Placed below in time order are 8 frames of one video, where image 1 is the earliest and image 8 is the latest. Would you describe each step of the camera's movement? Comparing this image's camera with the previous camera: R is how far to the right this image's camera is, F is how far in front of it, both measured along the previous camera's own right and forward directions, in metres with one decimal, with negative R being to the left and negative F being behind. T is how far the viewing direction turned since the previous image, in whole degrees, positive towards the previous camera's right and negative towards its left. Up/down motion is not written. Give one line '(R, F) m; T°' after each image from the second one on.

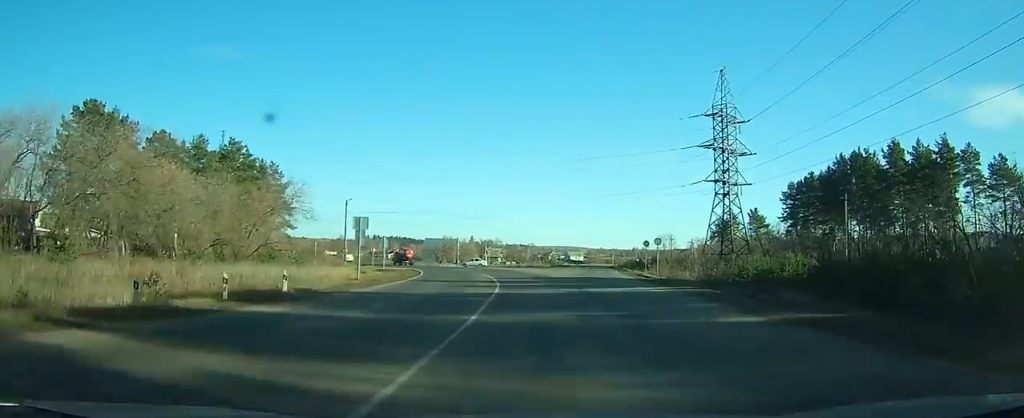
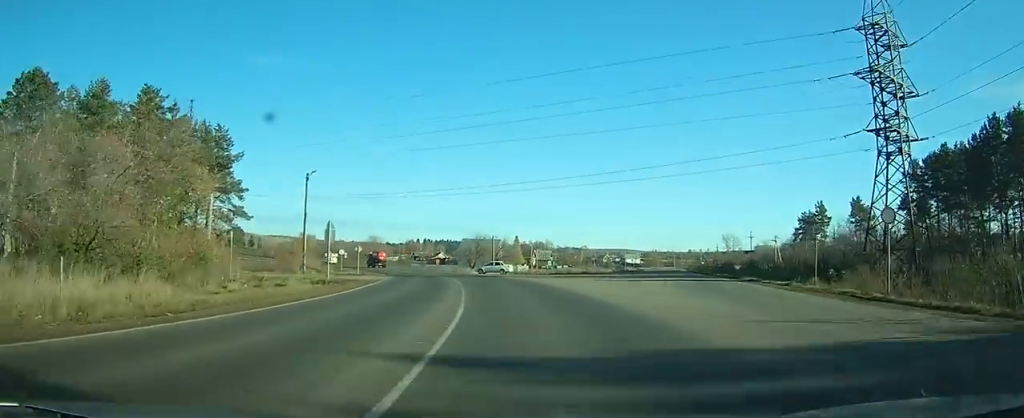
(-0.4, +28.6) m; -2°
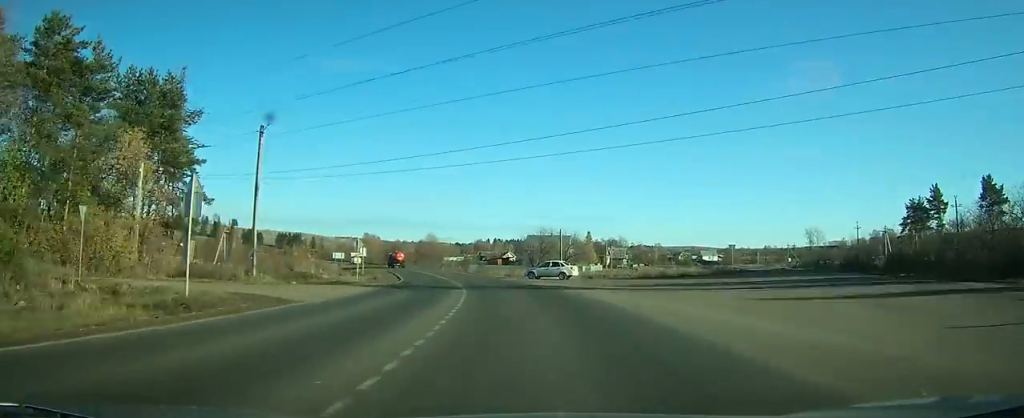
(-0.6, +20.8) m; -4°
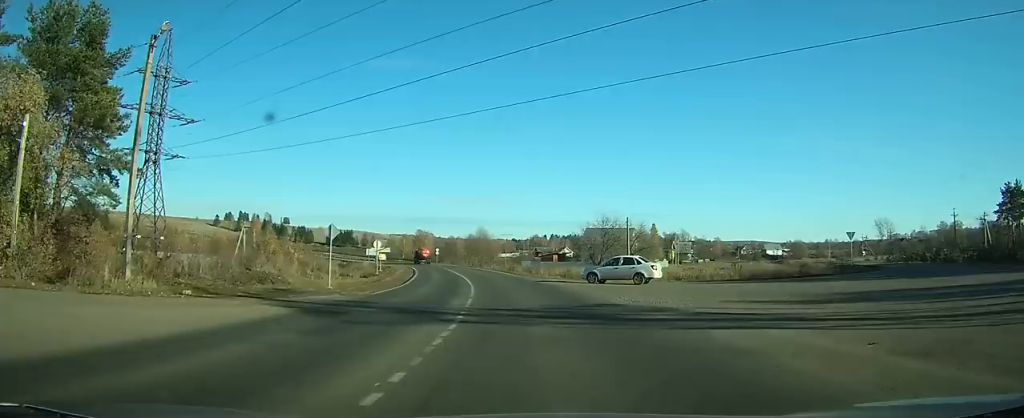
(+0.1, +15.5) m; -4°
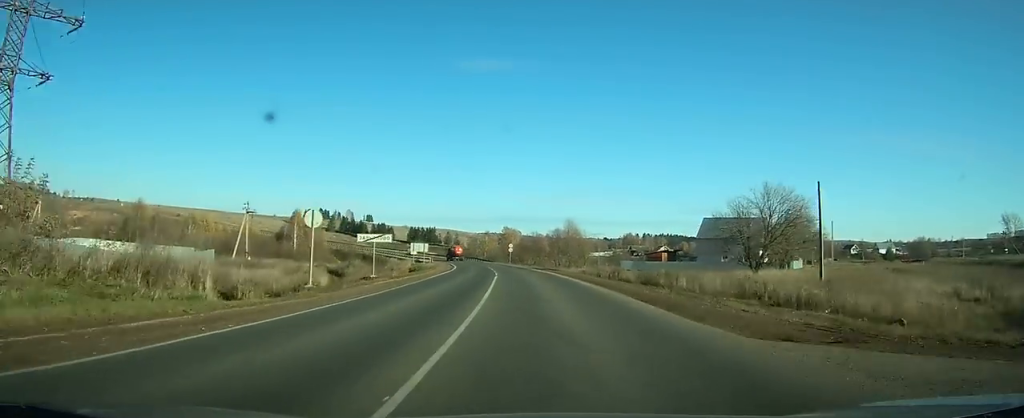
(-2.8, +31.6) m; -10°
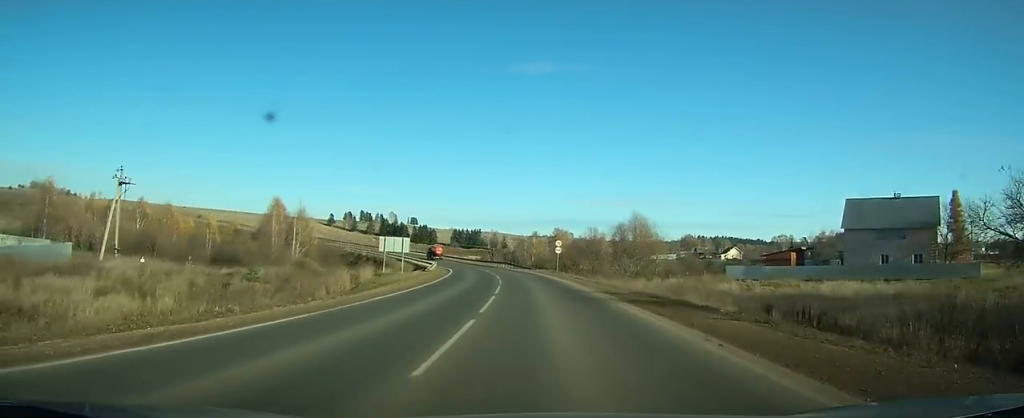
(-4.5, +36.9) m; -11°
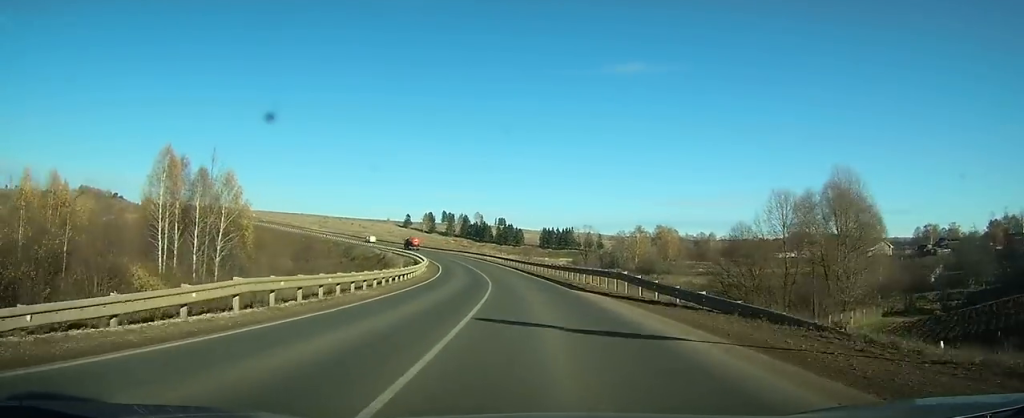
(-3.7, +55.8) m; -7°
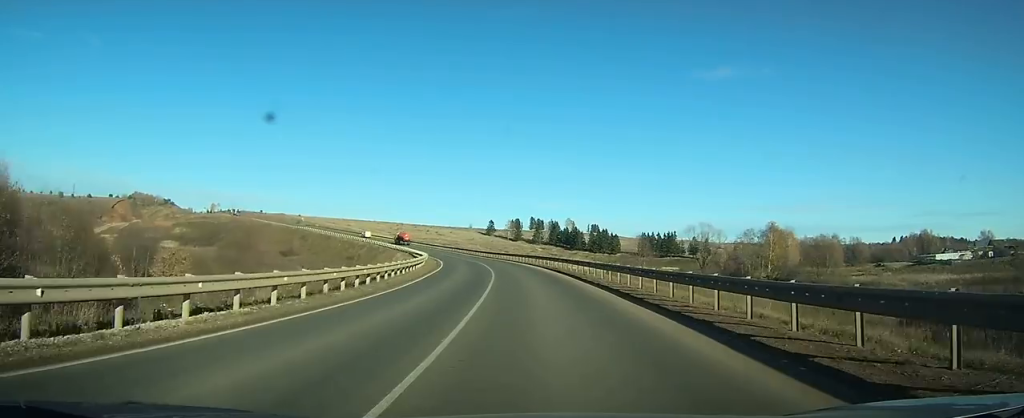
(-3.8, +48.9) m; -8°
